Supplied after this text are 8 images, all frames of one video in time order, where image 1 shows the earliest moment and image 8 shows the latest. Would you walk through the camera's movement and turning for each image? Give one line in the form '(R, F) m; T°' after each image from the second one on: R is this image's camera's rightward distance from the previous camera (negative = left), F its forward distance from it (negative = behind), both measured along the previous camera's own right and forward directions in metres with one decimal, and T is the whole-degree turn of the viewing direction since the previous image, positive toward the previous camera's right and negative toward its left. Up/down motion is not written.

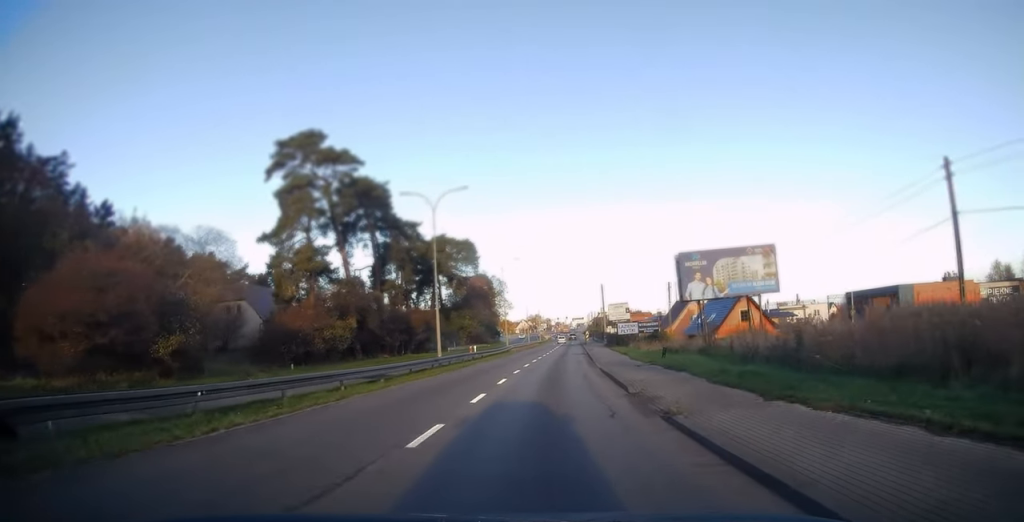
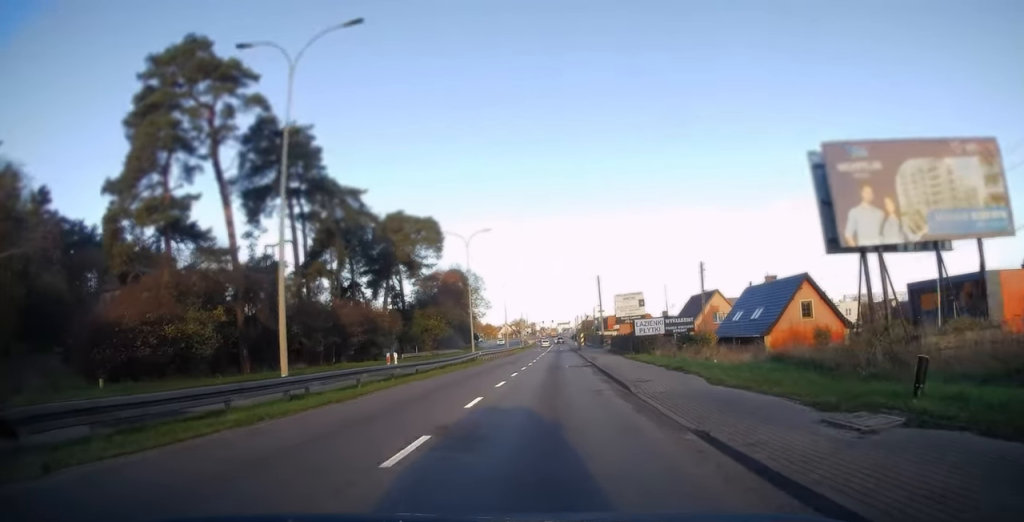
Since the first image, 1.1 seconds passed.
(+0.2, +19.3) m; +1°
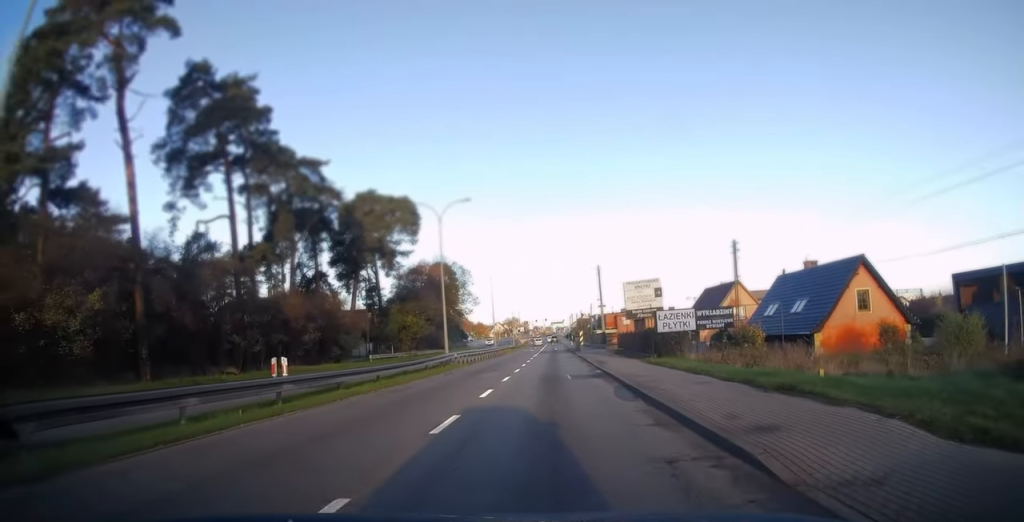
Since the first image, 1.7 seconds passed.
(-0.1, +9.8) m; +1°
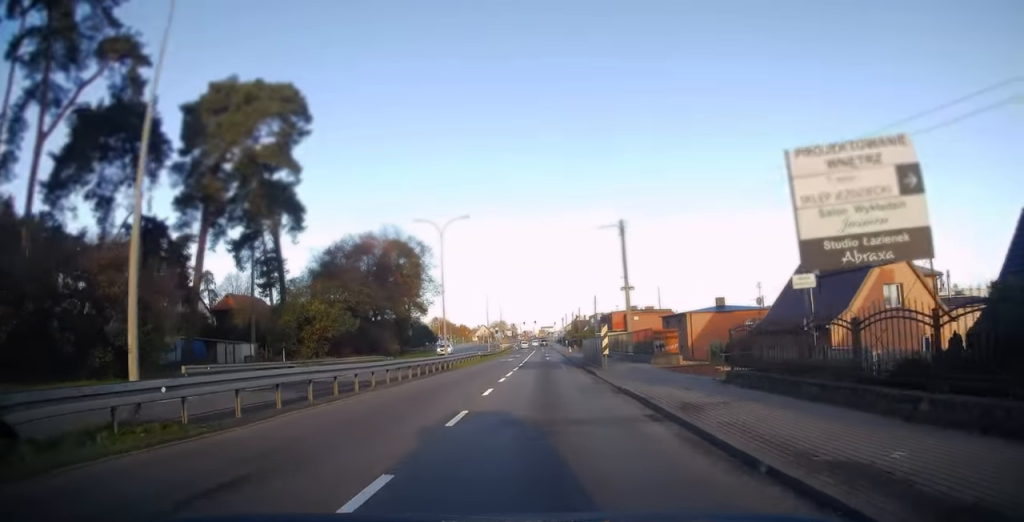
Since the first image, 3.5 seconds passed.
(+0.7, +28.8) m; +2°
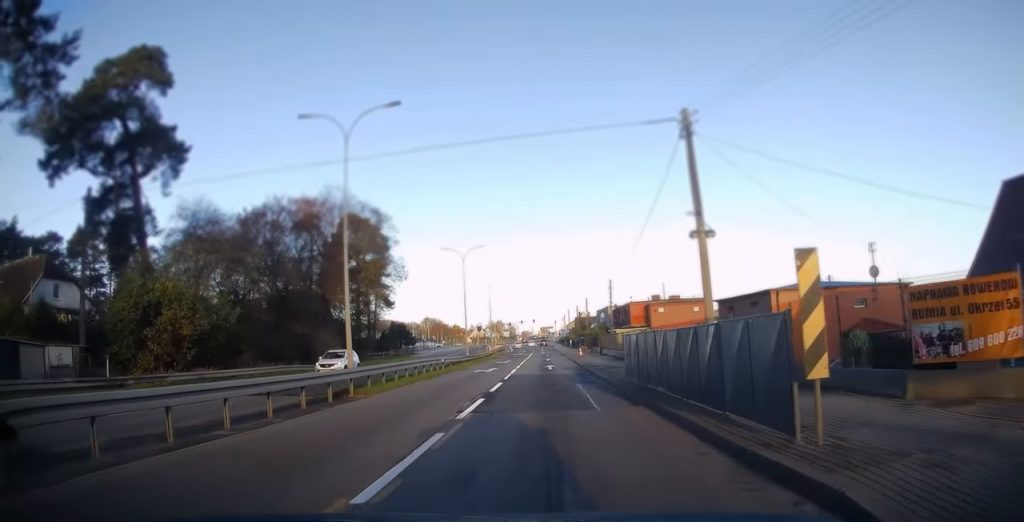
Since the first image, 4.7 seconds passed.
(+0.1, +20.5) m; 0°
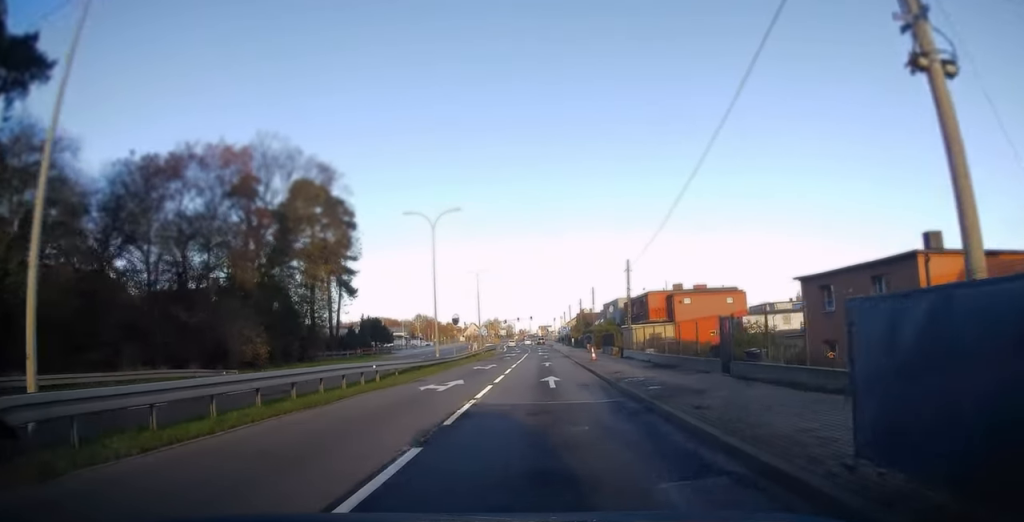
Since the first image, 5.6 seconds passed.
(0.0, +14.4) m; 0°
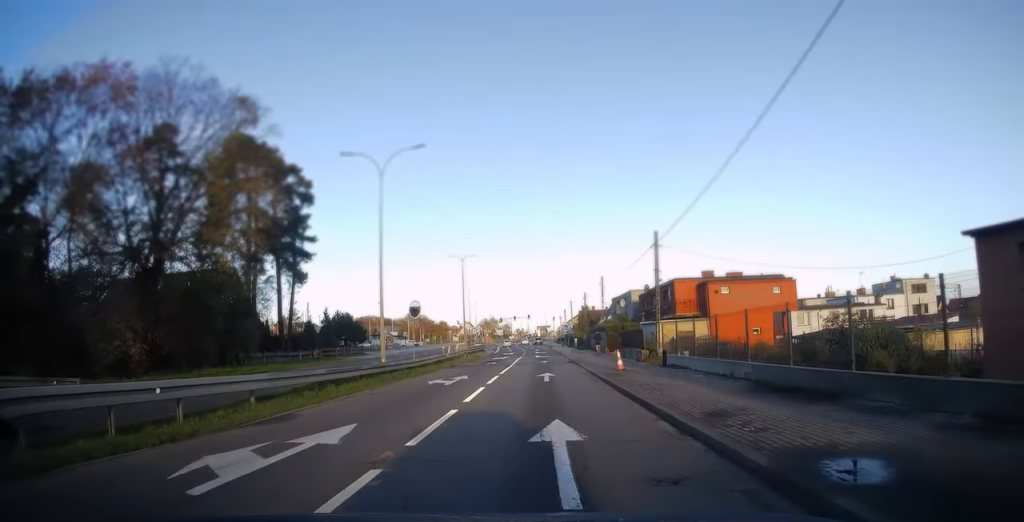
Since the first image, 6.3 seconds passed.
(0.0, +13.0) m; 0°
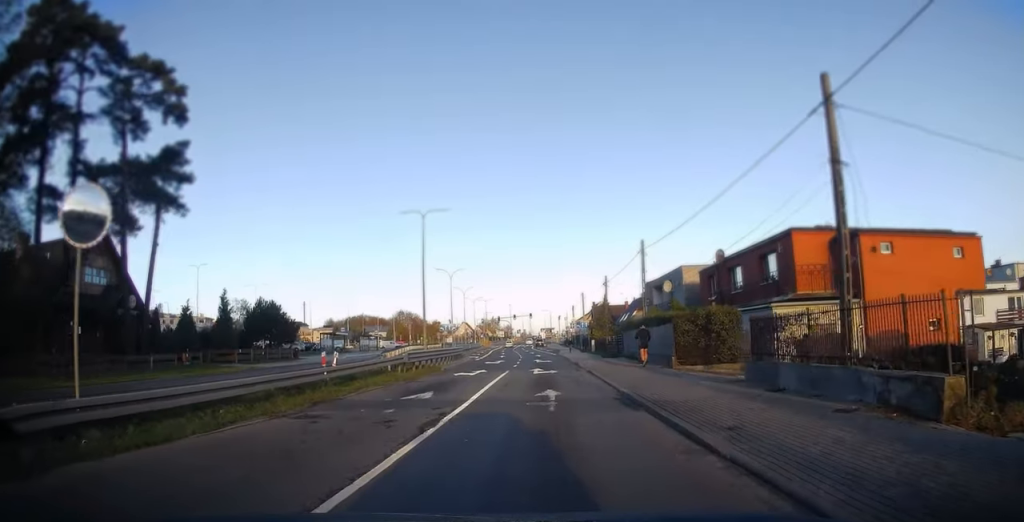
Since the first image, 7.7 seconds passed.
(-0.1, +22.9) m; -1°
